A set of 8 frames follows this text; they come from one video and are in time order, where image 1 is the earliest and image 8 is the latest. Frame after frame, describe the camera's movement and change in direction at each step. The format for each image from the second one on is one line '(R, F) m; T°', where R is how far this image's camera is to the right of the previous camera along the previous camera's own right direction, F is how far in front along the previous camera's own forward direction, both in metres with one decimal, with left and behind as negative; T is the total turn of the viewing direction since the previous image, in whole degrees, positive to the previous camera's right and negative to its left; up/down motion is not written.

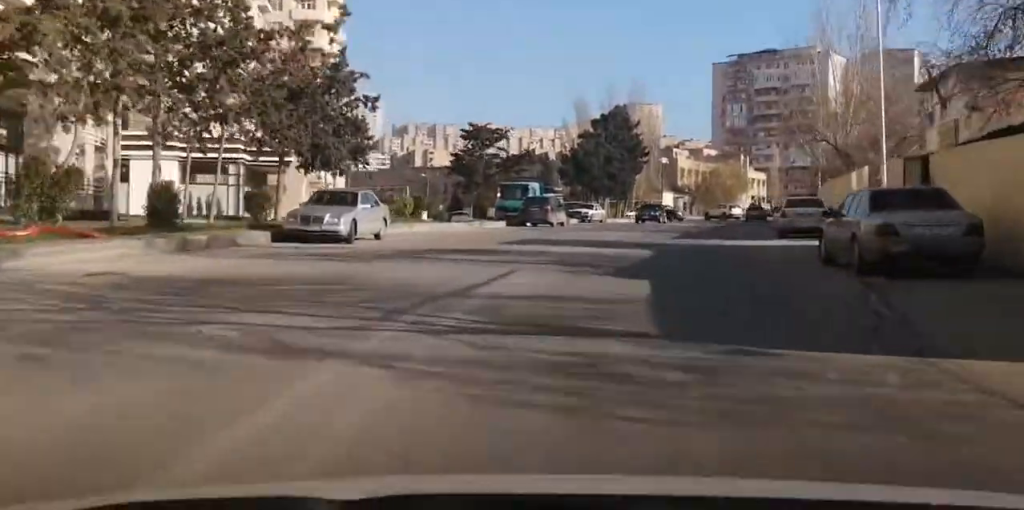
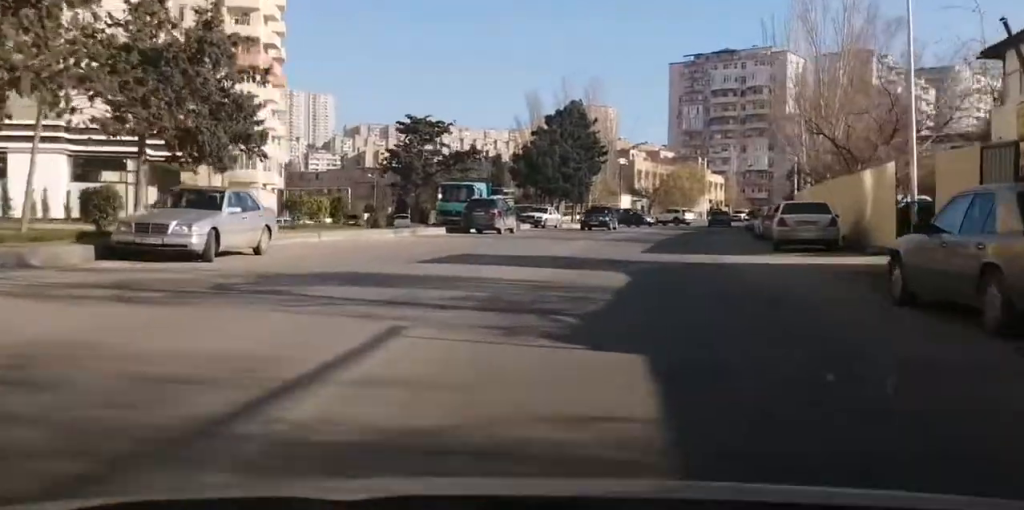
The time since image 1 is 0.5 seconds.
(+0.1, +6.7) m; +2°
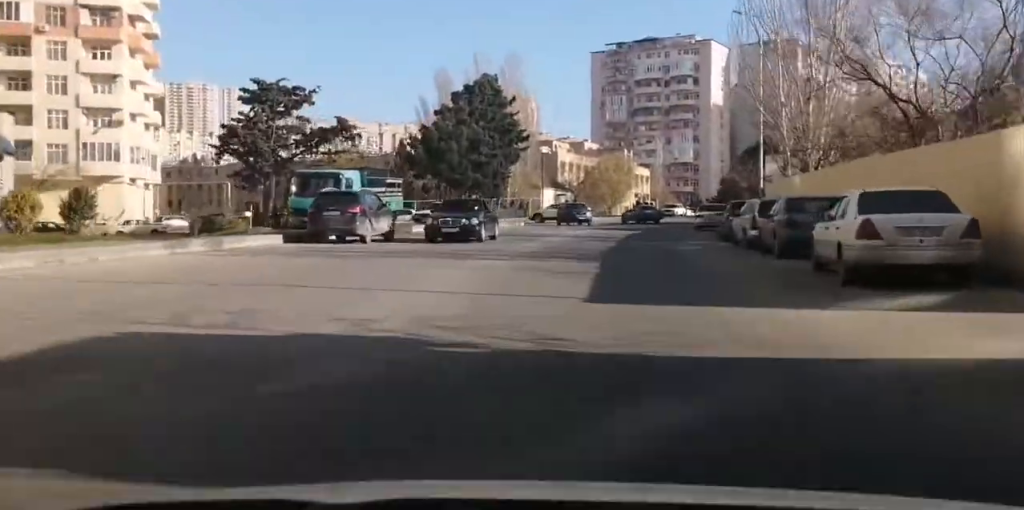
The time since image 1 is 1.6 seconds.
(+0.6, +14.1) m; +5°
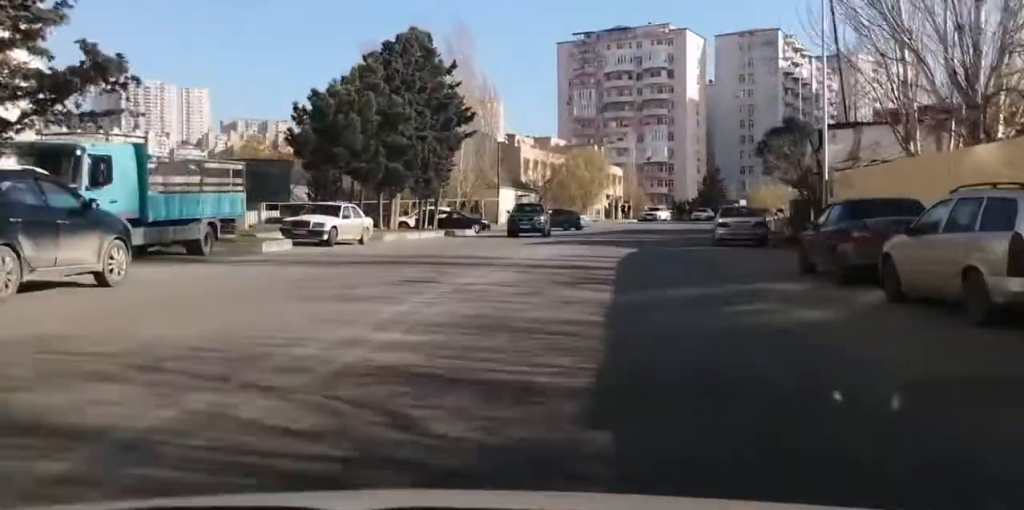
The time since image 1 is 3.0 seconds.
(+0.7, +17.3) m; +3°
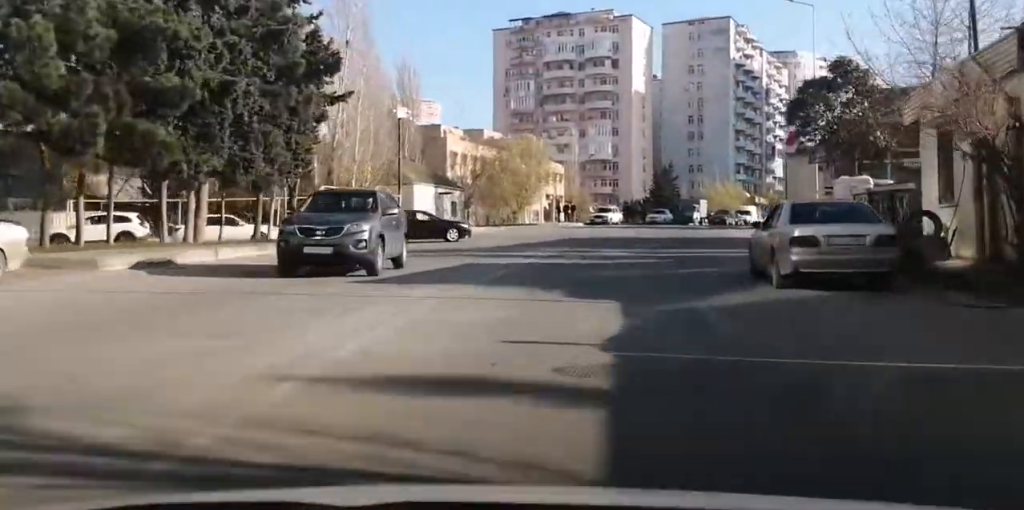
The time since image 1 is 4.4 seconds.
(+0.3, +18.0) m; +3°
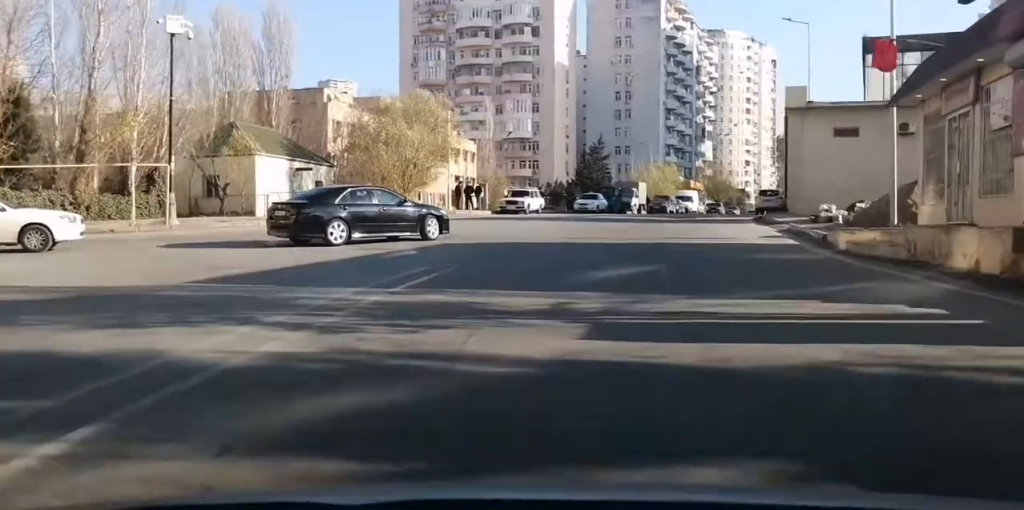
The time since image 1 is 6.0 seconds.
(+1.3, +20.4) m; +5°
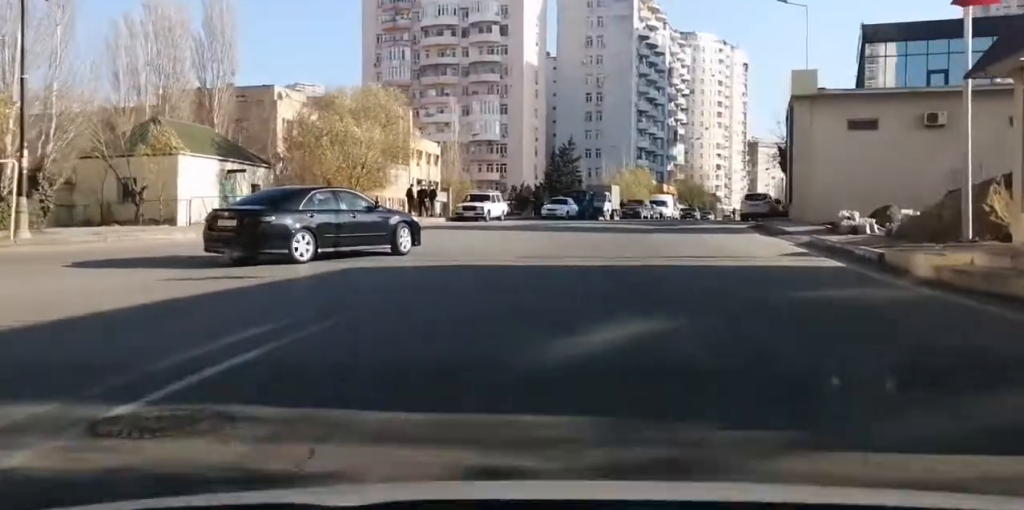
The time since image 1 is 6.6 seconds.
(0.0, +6.3) m; 0°
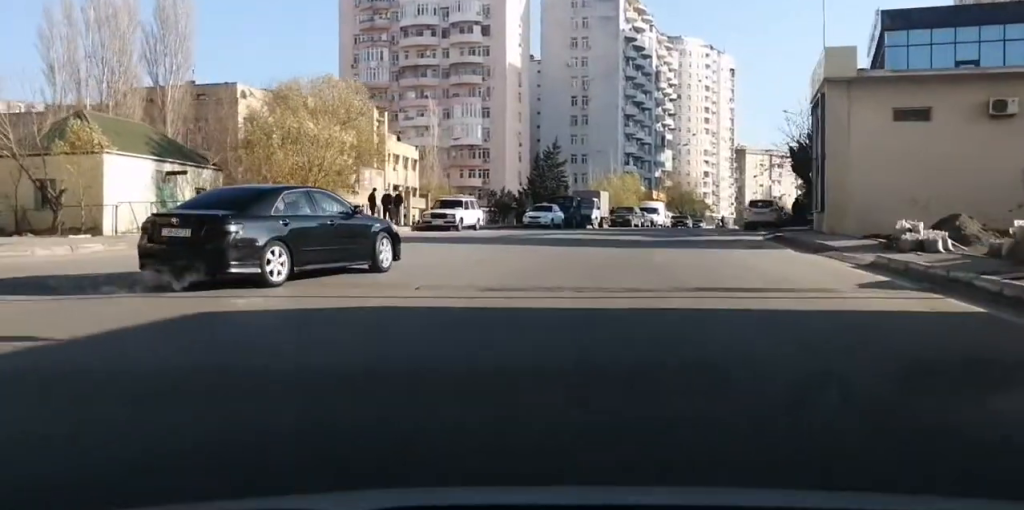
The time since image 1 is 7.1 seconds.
(-0.1, +6.3) m; 0°
